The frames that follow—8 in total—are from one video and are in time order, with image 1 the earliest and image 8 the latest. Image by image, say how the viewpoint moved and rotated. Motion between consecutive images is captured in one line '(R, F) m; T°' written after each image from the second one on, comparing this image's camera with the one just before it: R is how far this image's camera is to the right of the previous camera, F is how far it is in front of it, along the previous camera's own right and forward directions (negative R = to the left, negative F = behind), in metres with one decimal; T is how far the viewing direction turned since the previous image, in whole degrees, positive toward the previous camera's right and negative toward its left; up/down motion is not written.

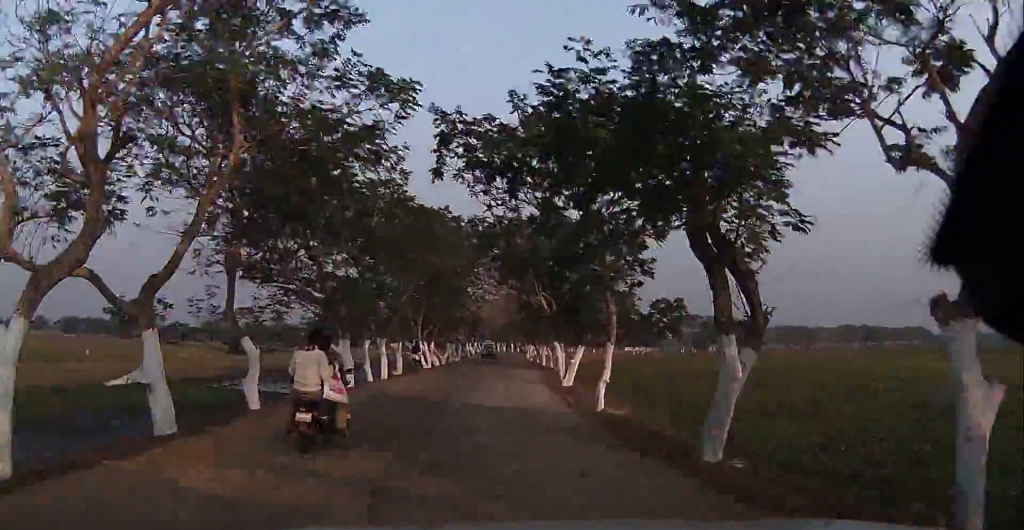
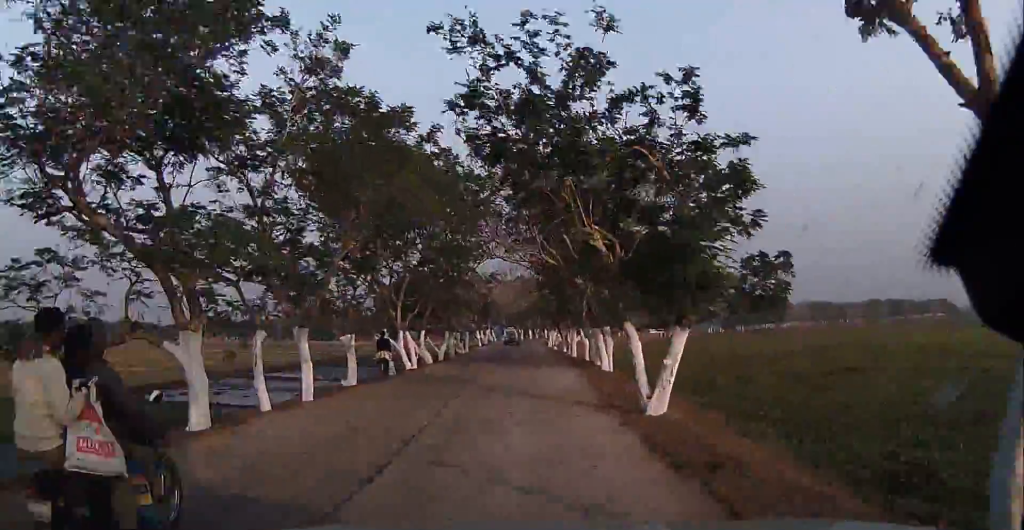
(-0.1, +14.2) m; 0°
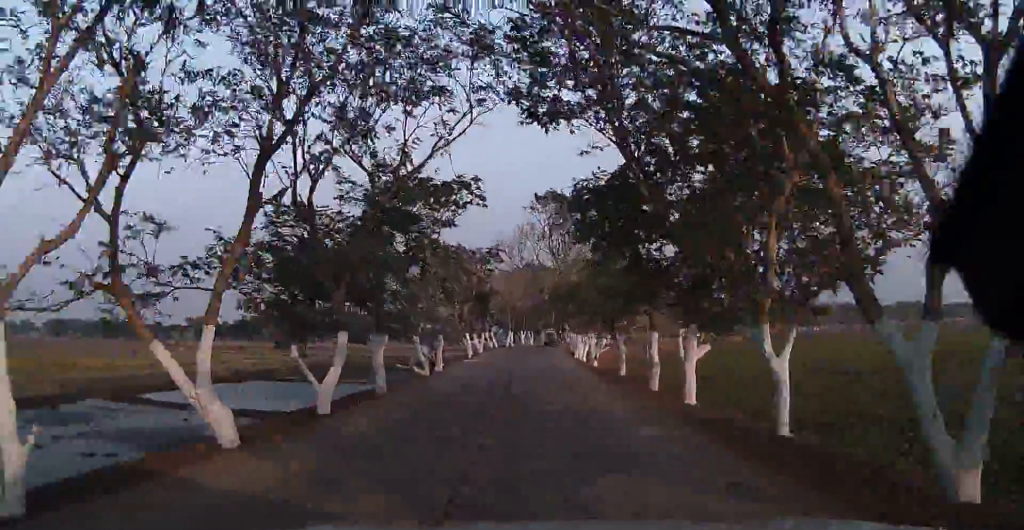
(-0.6, +27.2) m; -2°
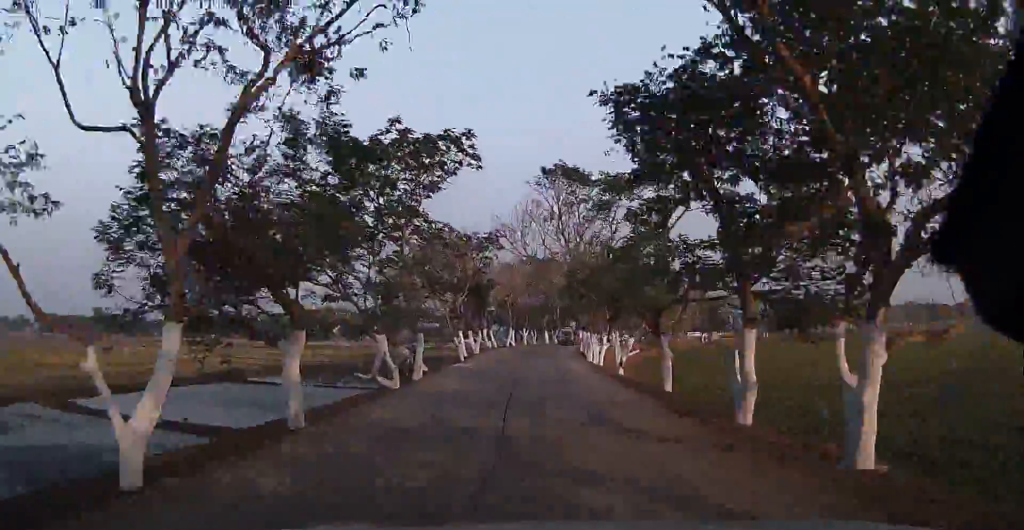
(-0.3, +8.0) m; 0°
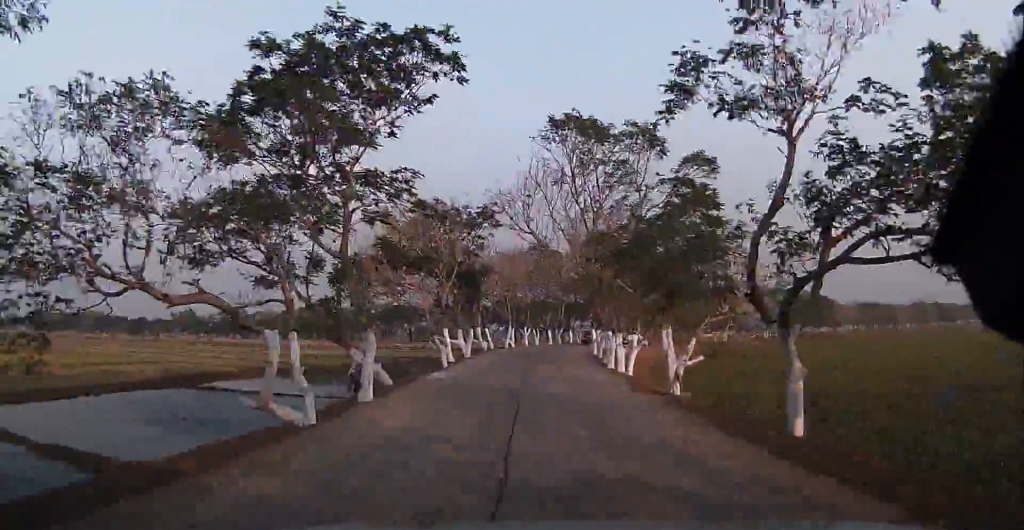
(+0.3, +9.3) m; +3°
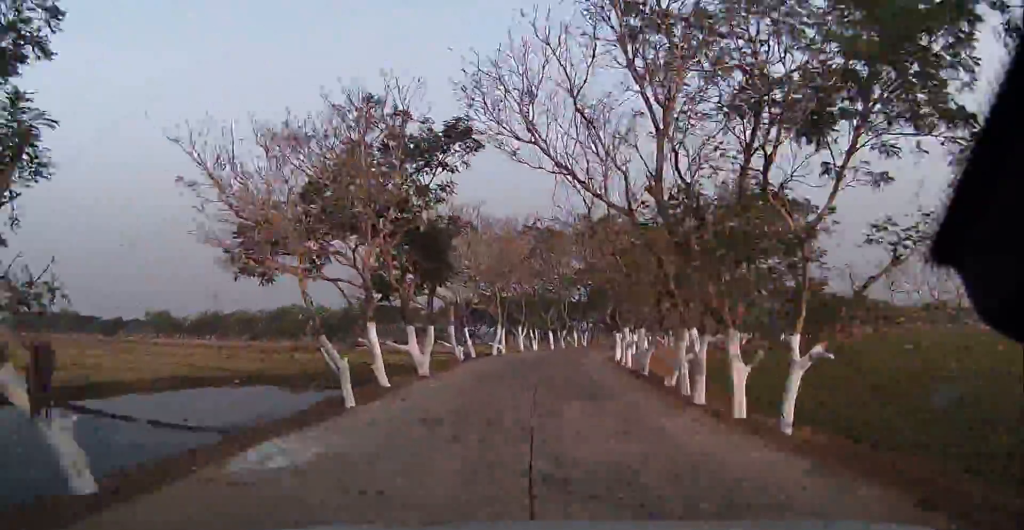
(+0.7, +16.2) m; +4°
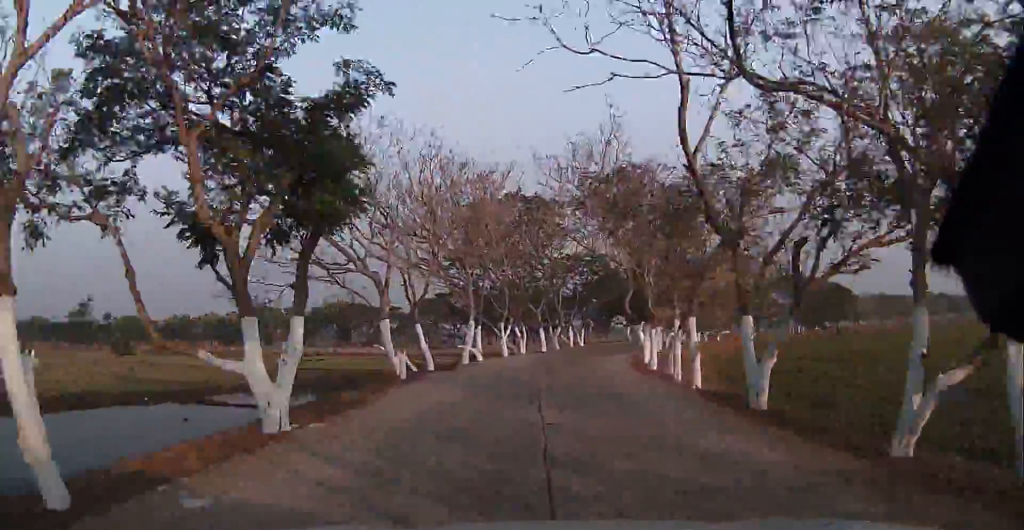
(+0.5, +13.4) m; +2°
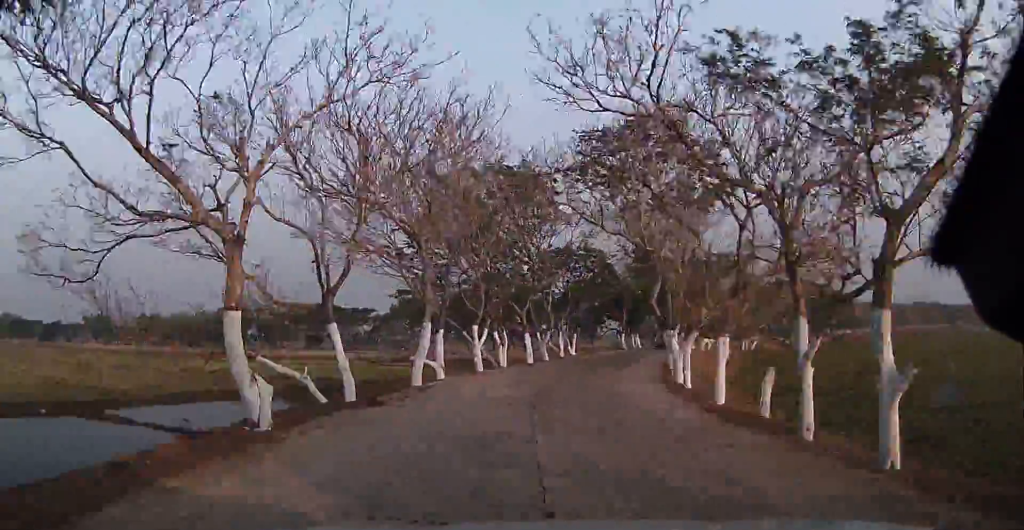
(0.0, +10.0) m; 0°
